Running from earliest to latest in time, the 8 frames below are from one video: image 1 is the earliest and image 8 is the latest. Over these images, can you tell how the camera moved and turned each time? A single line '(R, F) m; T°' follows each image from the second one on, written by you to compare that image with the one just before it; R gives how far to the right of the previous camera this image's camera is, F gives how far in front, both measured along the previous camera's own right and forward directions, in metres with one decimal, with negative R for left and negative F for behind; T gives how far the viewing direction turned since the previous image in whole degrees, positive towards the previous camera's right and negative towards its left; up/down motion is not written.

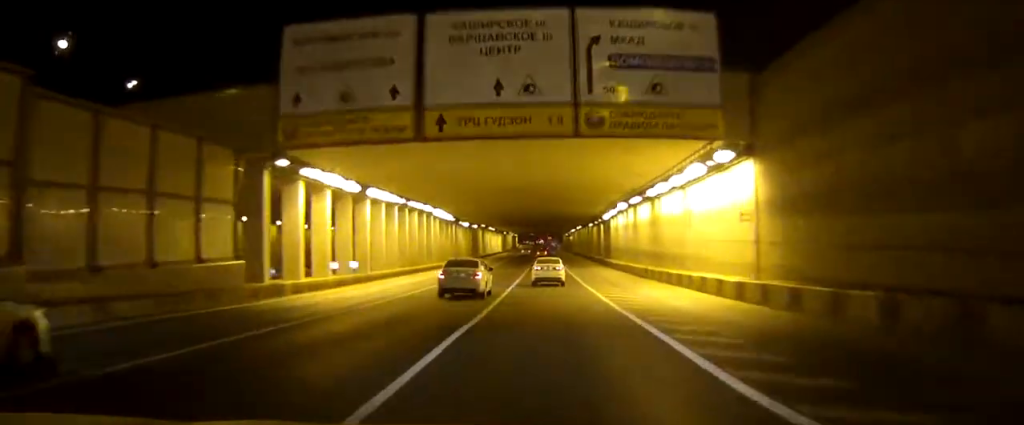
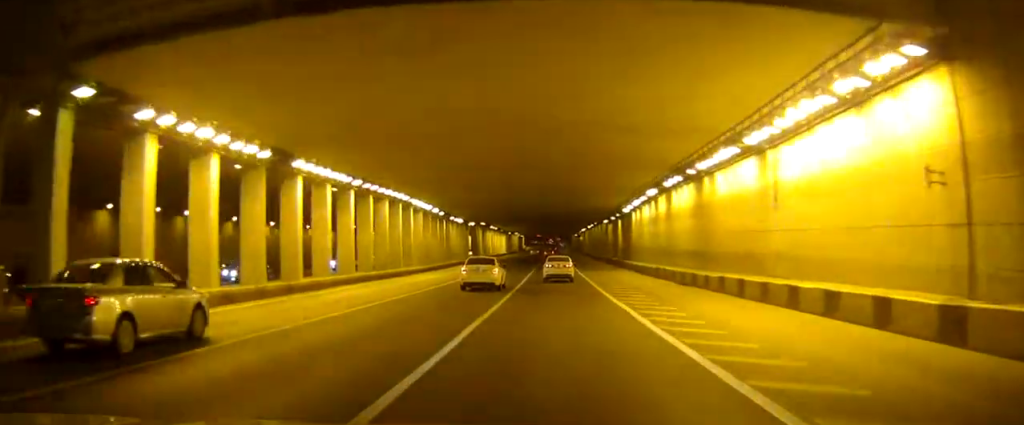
(-0.1, +14.1) m; 0°
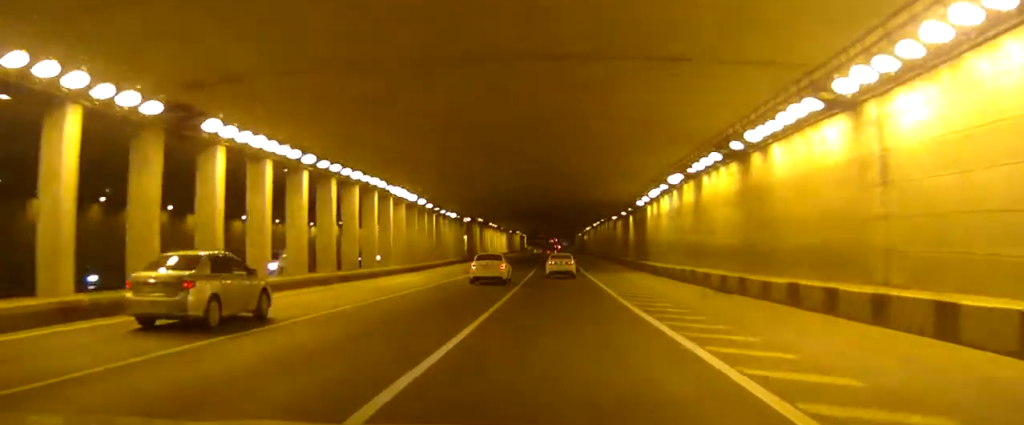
(+0.1, +8.6) m; +1°
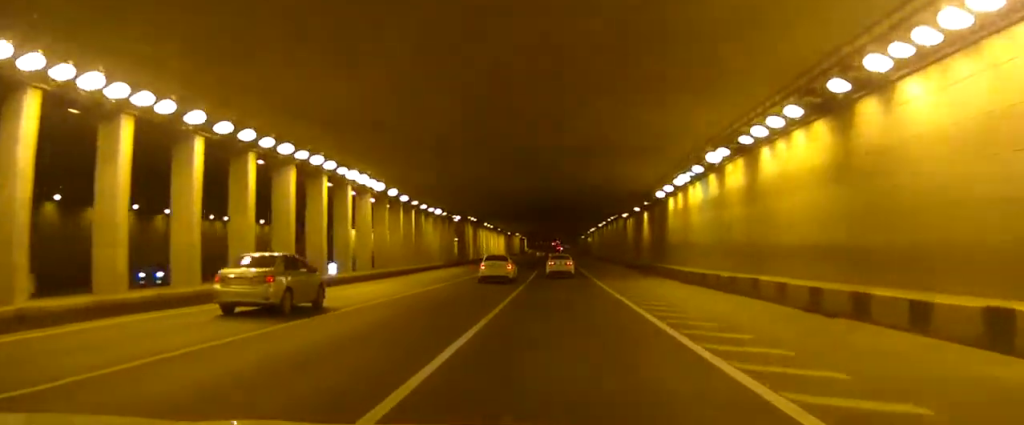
(0.0, +10.5) m; +2°
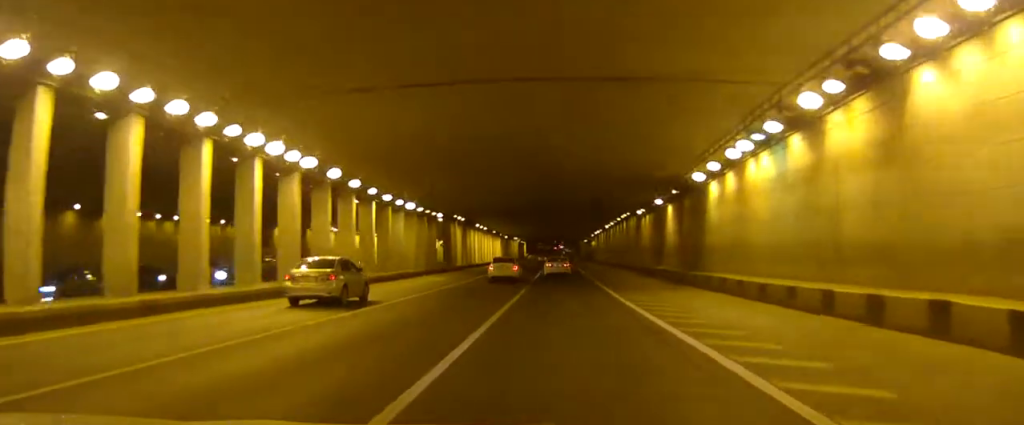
(+0.4, +12.1) m; +2°
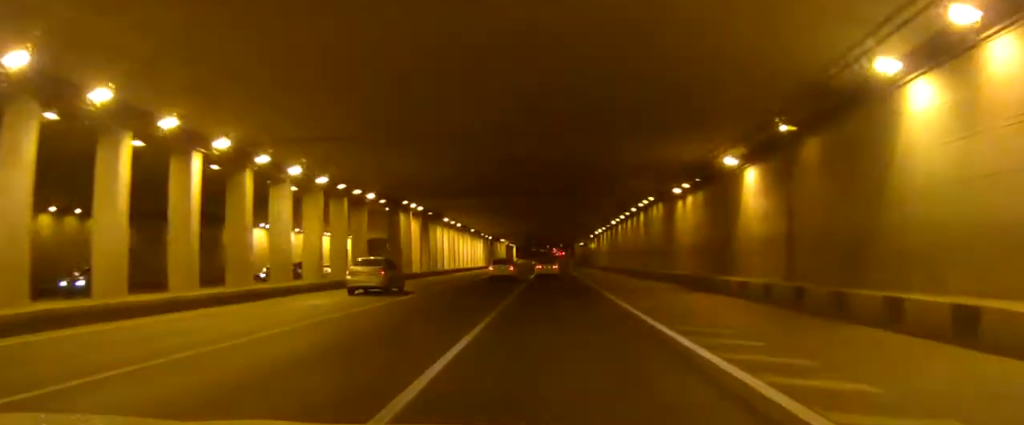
(-0.1, +20.9) m; -1°
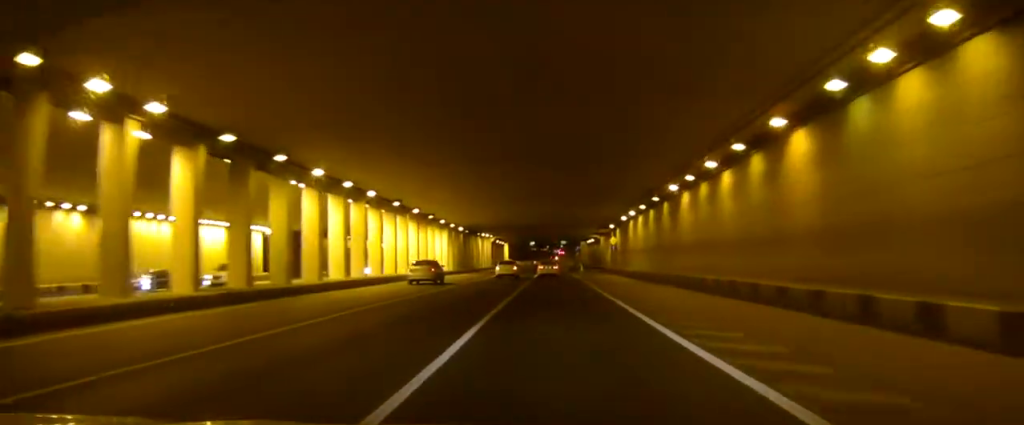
(-0.1, +39.1) m; 0°
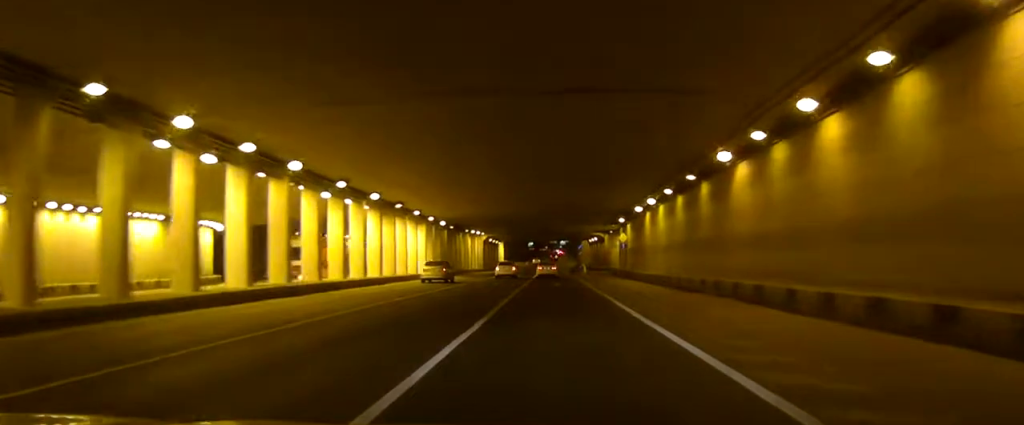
(0.0, +12.5) m; 0°
